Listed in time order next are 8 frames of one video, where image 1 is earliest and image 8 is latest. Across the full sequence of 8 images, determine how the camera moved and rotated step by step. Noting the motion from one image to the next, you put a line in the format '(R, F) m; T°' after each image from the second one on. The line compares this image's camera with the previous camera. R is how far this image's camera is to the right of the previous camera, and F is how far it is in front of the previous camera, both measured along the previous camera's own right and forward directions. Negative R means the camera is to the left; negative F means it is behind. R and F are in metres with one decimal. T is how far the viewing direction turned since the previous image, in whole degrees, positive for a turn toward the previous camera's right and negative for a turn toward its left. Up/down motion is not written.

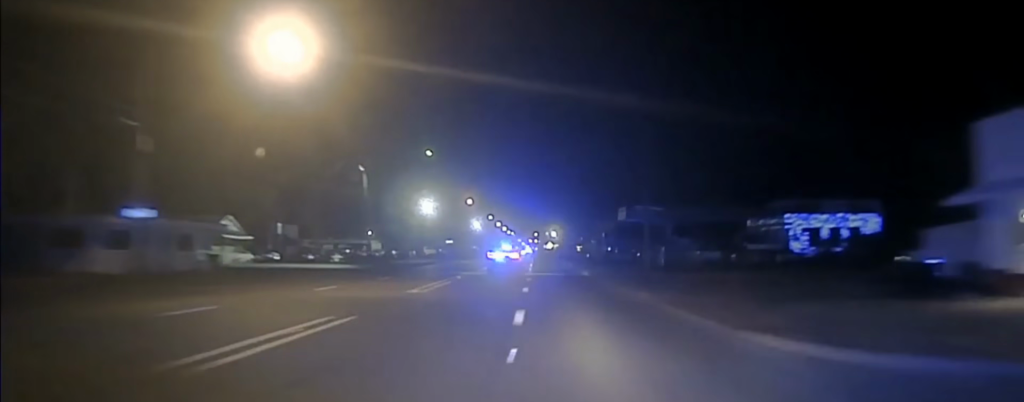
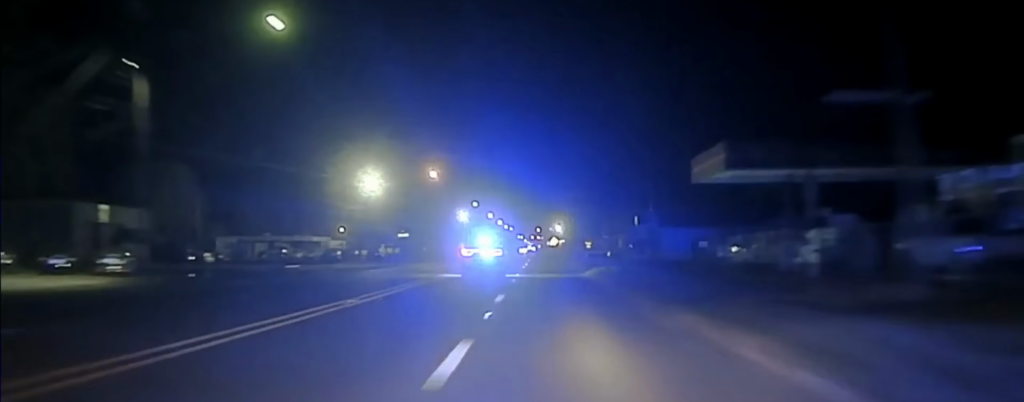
(-0.1, +40.7) m; 0°
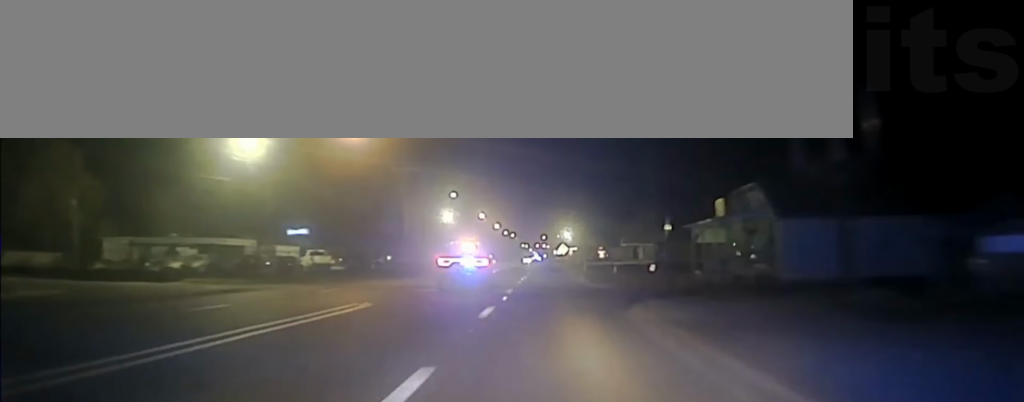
(-0.2, +41.9) m; 0°
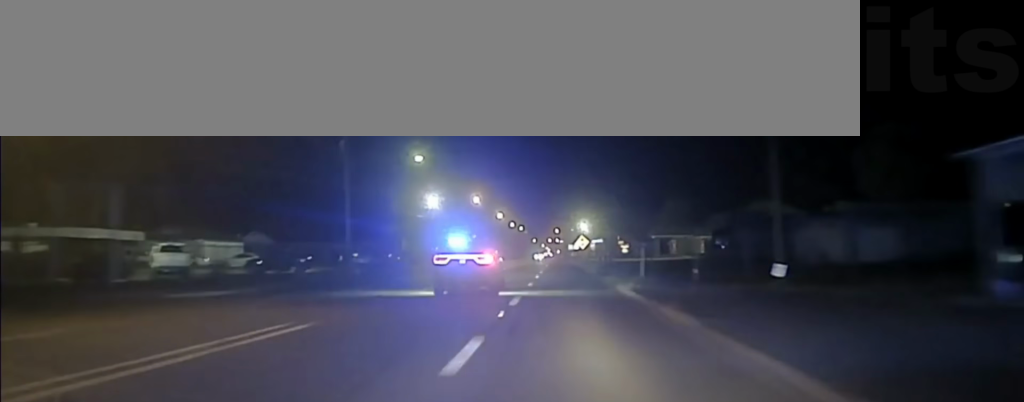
(-0.1, +37.3) m; 0°
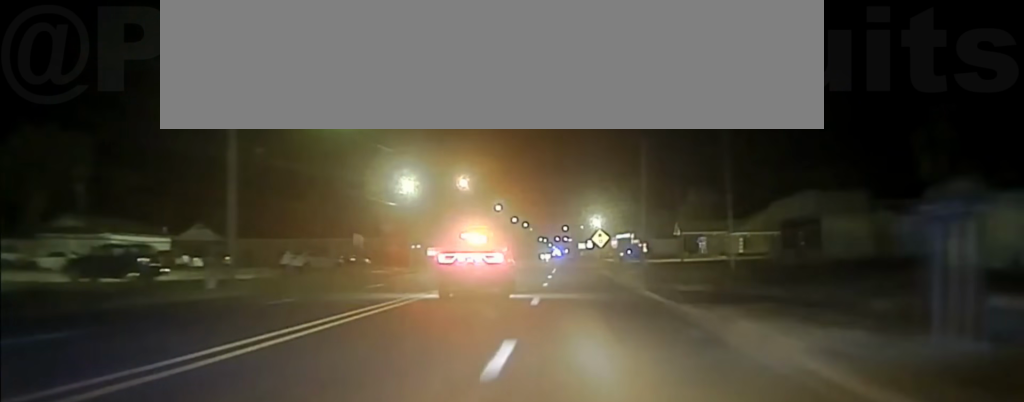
(0.0, +30.9) m; 0°
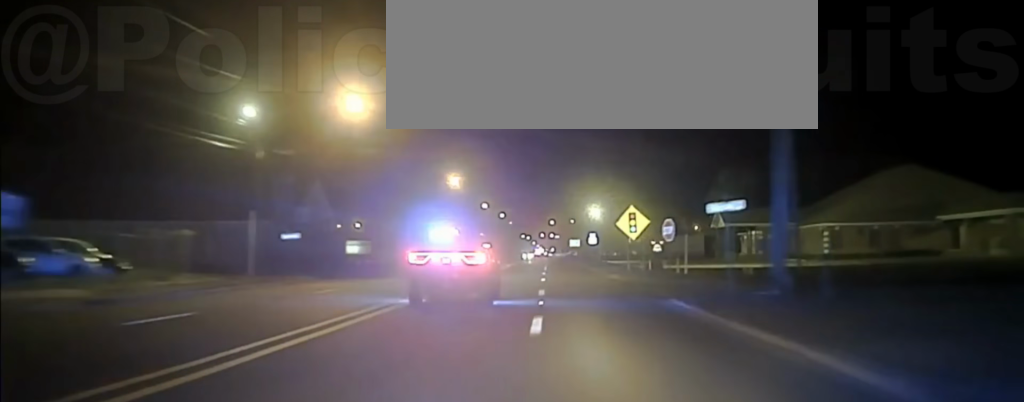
(-0.4, +50.1) m; -1°
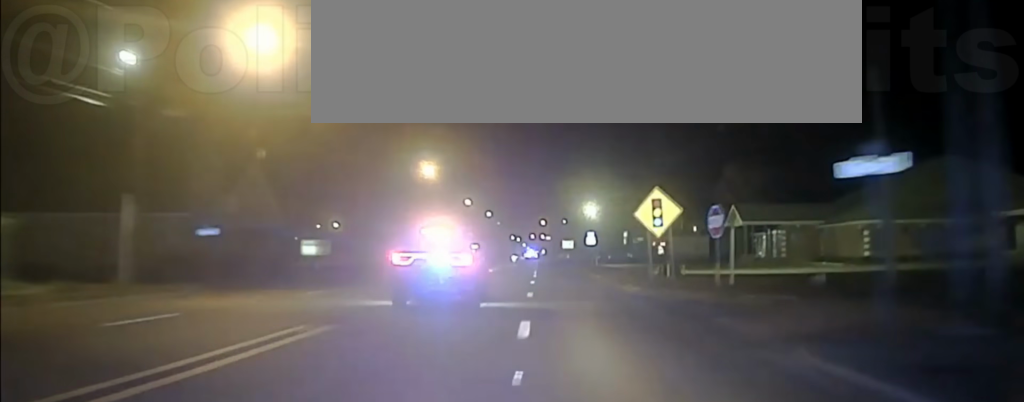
(-0.2, +14.4) m; 0°
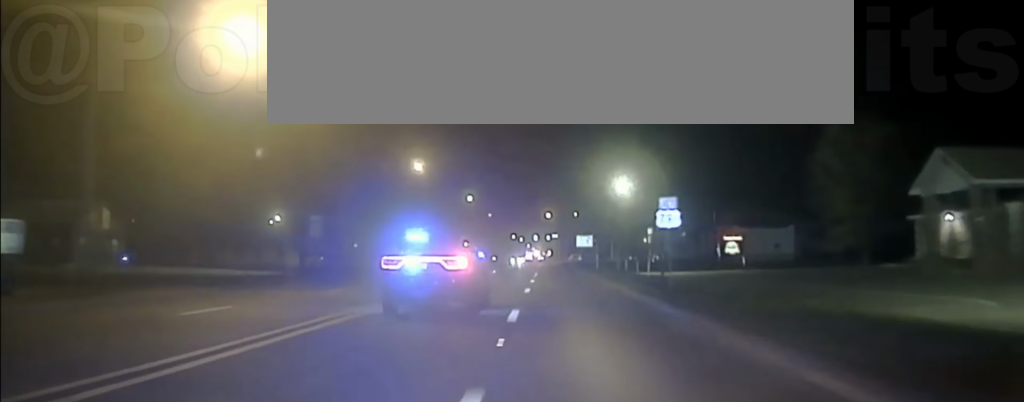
(+1.1, +47.9) m; +2°
